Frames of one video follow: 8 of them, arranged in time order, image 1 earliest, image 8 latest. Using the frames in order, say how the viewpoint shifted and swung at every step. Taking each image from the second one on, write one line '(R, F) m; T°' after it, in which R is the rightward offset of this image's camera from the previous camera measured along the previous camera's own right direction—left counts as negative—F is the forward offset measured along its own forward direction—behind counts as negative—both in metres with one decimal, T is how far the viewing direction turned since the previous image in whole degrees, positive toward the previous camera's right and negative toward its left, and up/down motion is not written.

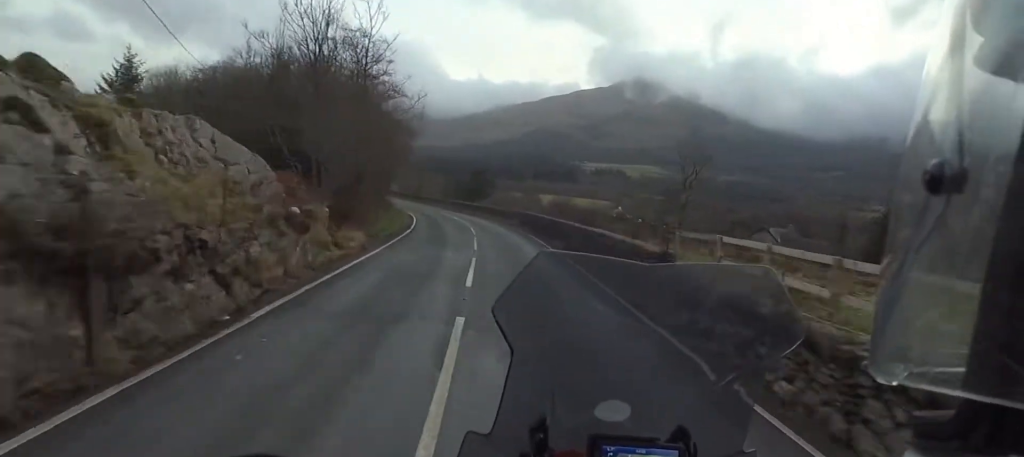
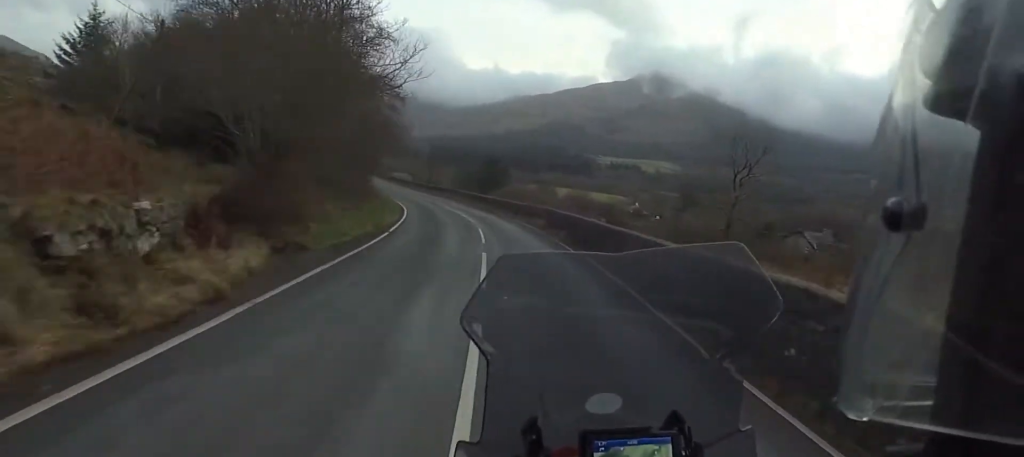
(-0.3, +10.0) m; -1°
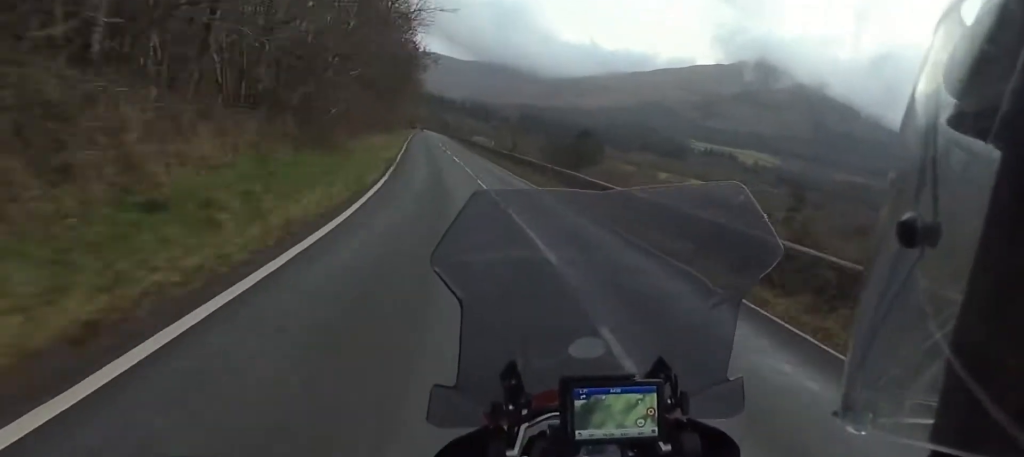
(-1.1, +29.4) m; -5°
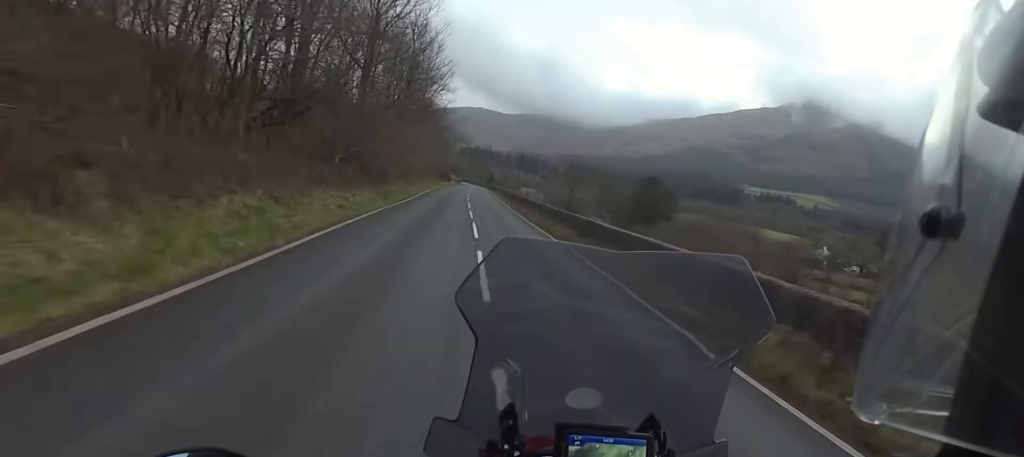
(-1.3, +26.7) m; -4°
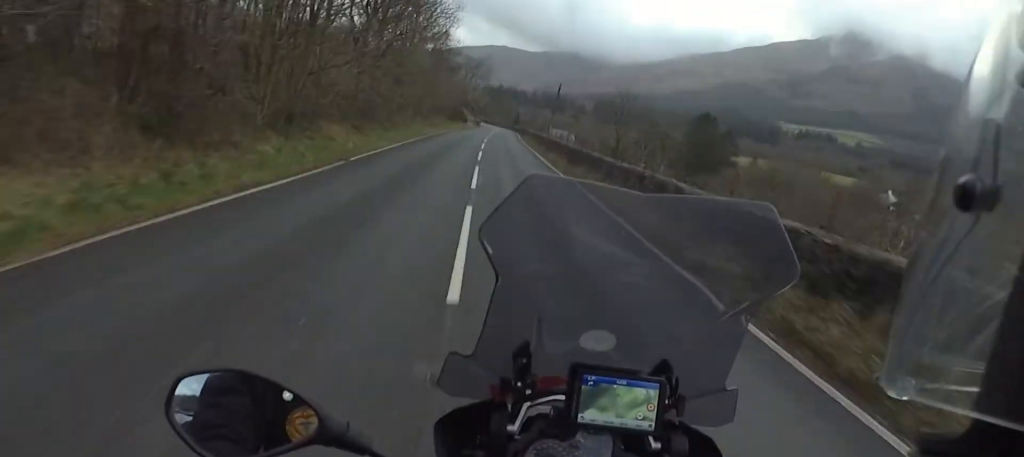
(-0.1, +20.0) m; -2°
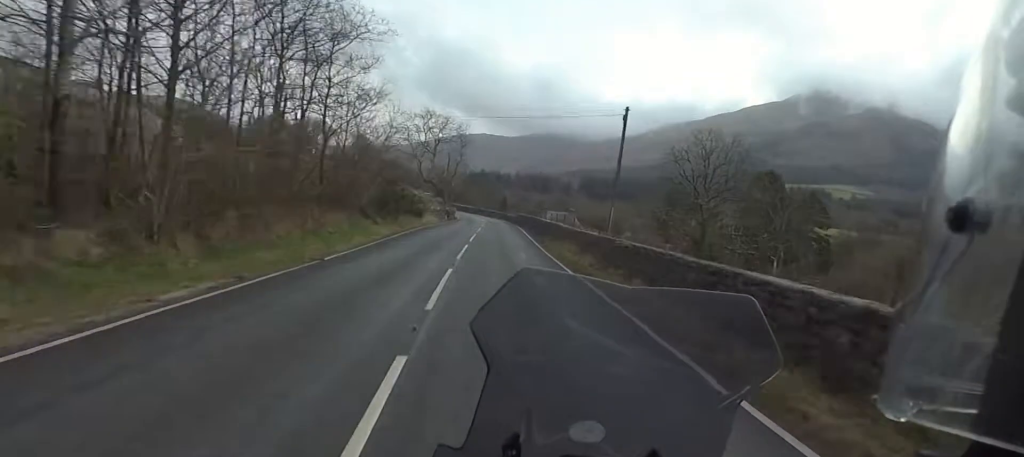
(-1.1, +39.9) m; -2°
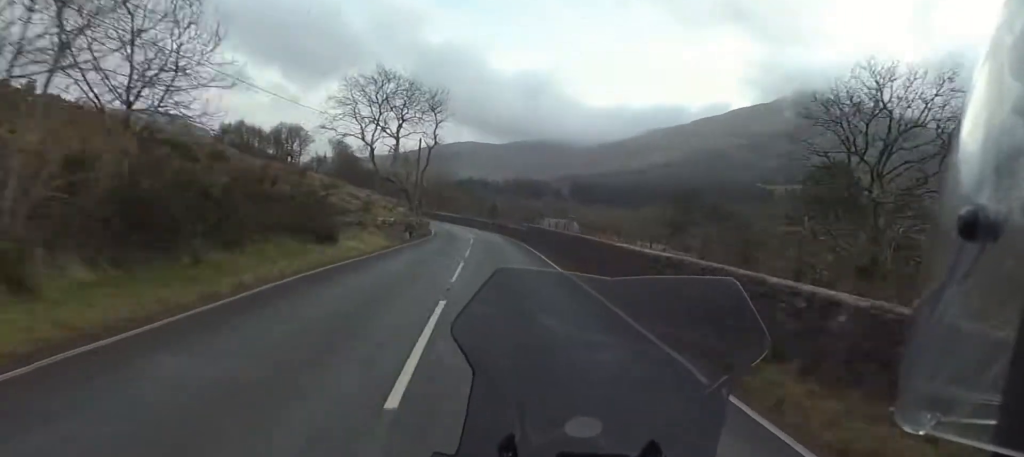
(+0.3, +23.1) m; 0°
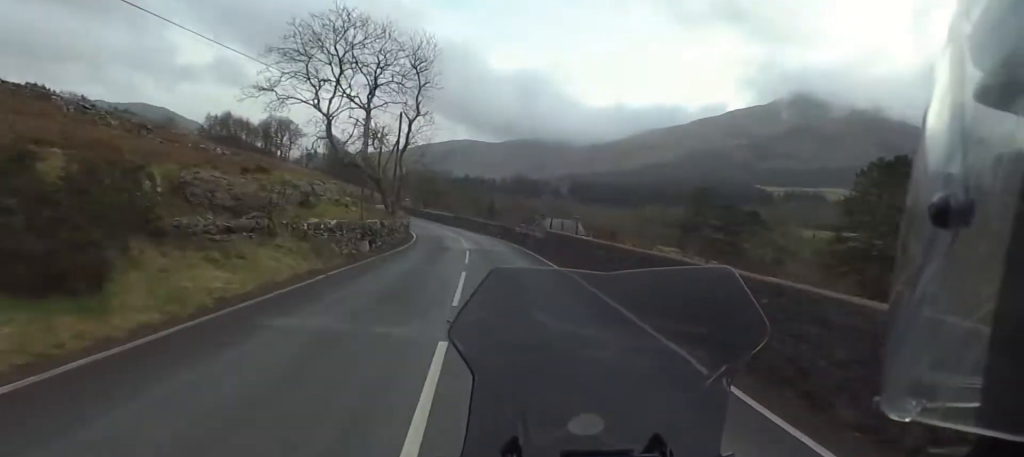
(+0.1, +12.8) m; -1°
